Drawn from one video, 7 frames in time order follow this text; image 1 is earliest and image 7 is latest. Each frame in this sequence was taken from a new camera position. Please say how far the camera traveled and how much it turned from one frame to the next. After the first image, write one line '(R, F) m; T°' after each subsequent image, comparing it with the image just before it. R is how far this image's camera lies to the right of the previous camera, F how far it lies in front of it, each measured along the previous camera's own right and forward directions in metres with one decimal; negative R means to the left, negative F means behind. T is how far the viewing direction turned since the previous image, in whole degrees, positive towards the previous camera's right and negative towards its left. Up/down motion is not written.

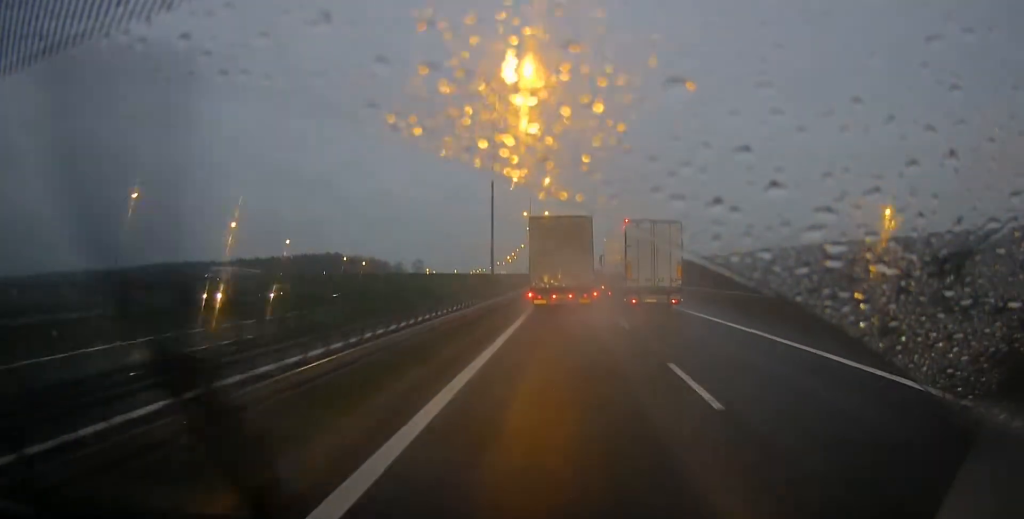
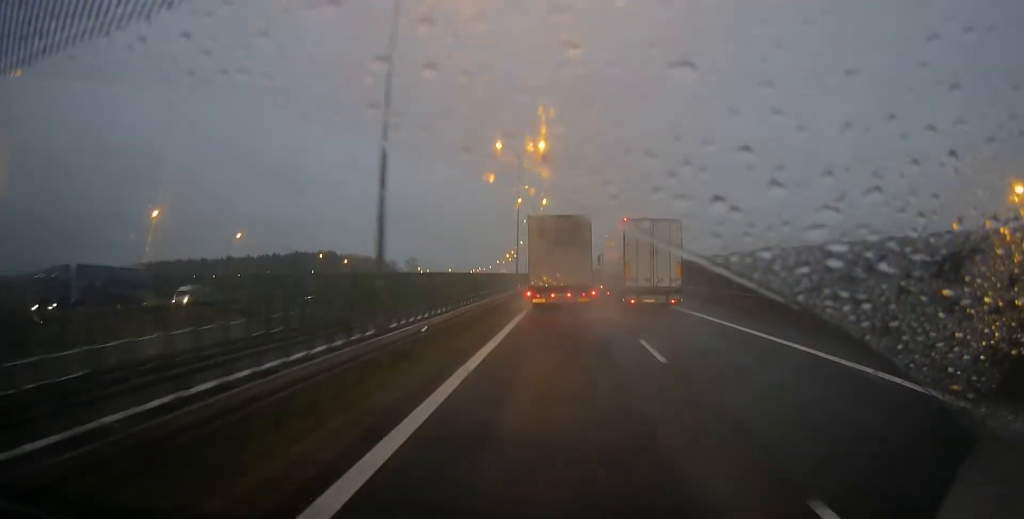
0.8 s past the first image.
(0.0, +19.7) m; 0°
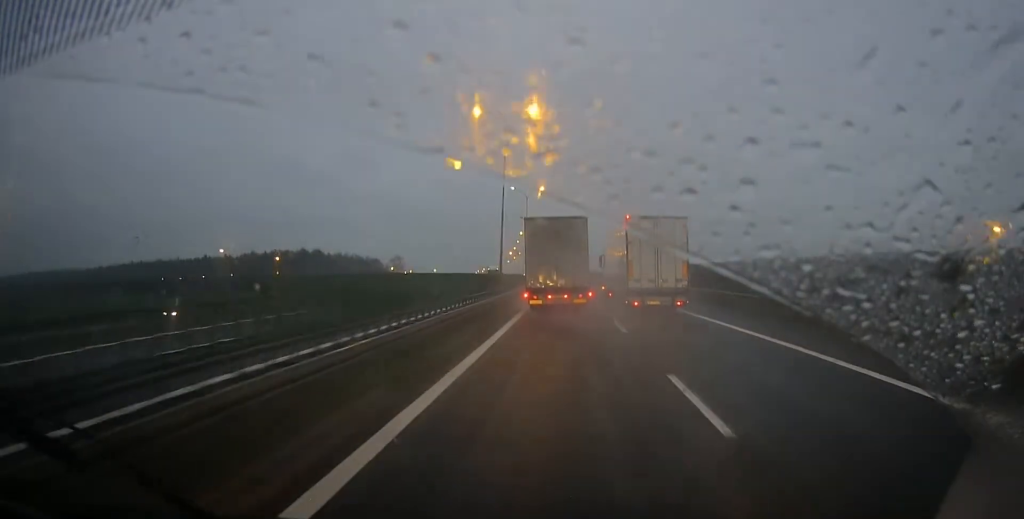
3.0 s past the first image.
(0.0, +53.6) m; 0°
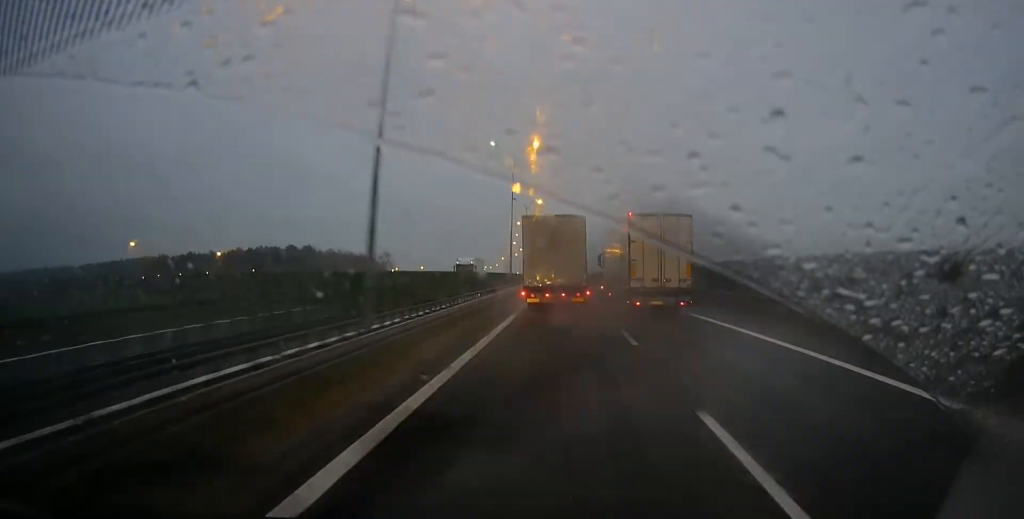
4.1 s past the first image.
(0.0, +27.3) m; 0°
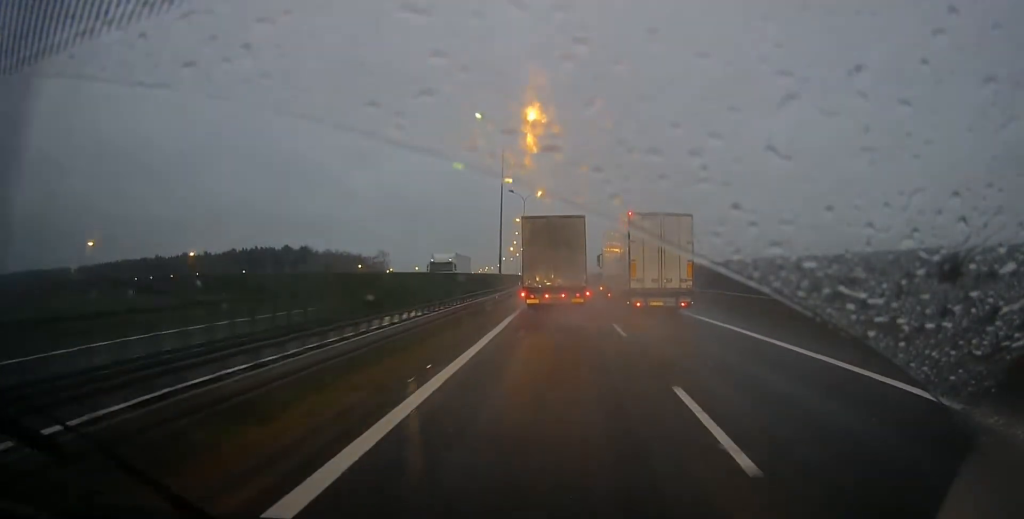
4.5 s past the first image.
(0.0, +9.9) m; 0°
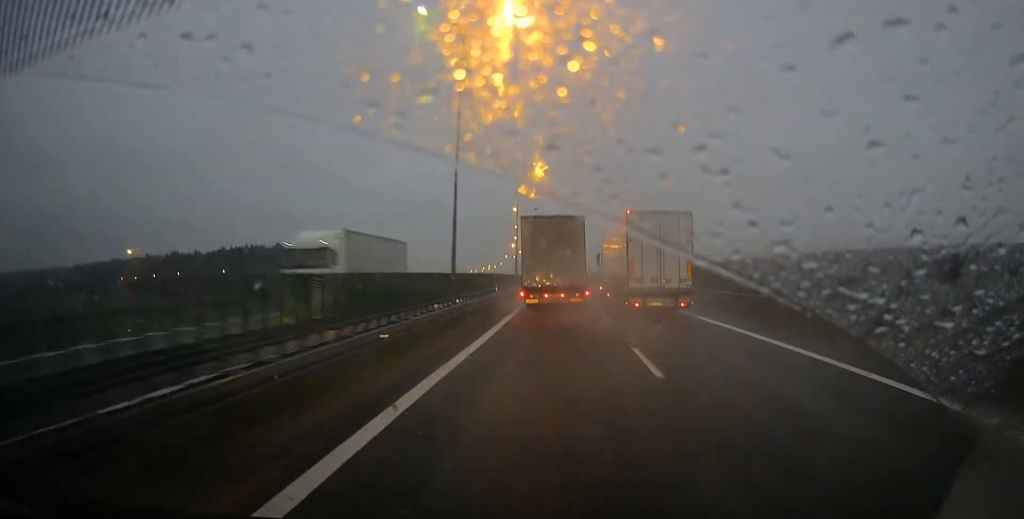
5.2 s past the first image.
(0.0, +19.0) m; -1°
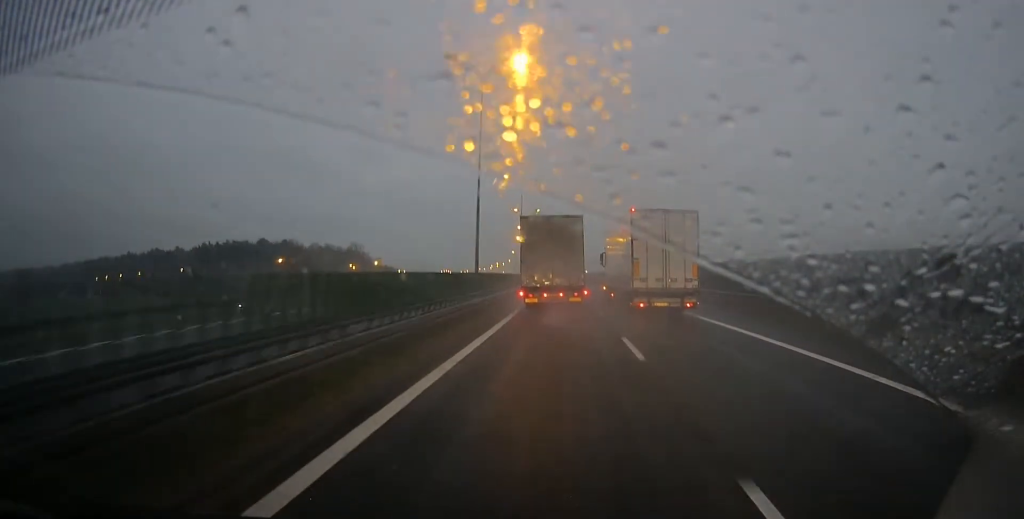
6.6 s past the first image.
(-1.0, +33.5) m; -2°
